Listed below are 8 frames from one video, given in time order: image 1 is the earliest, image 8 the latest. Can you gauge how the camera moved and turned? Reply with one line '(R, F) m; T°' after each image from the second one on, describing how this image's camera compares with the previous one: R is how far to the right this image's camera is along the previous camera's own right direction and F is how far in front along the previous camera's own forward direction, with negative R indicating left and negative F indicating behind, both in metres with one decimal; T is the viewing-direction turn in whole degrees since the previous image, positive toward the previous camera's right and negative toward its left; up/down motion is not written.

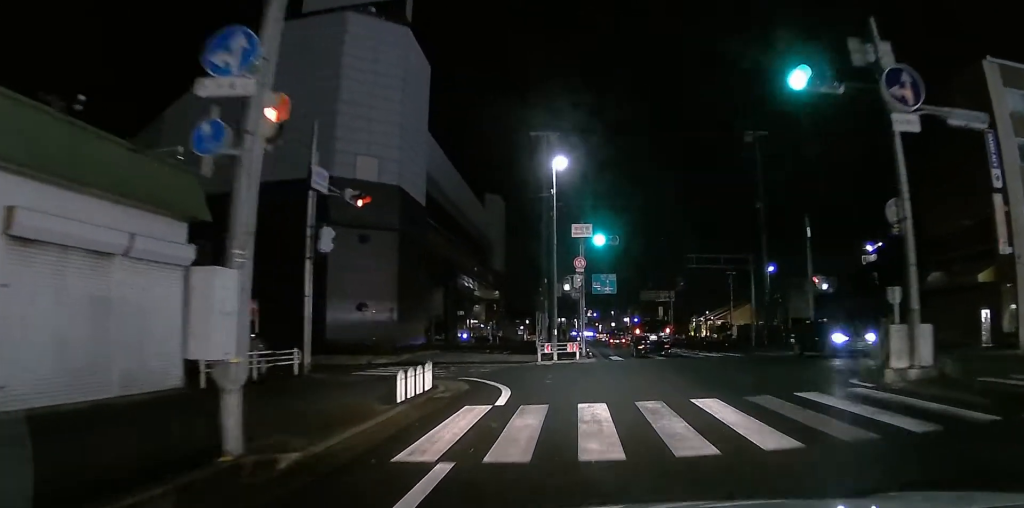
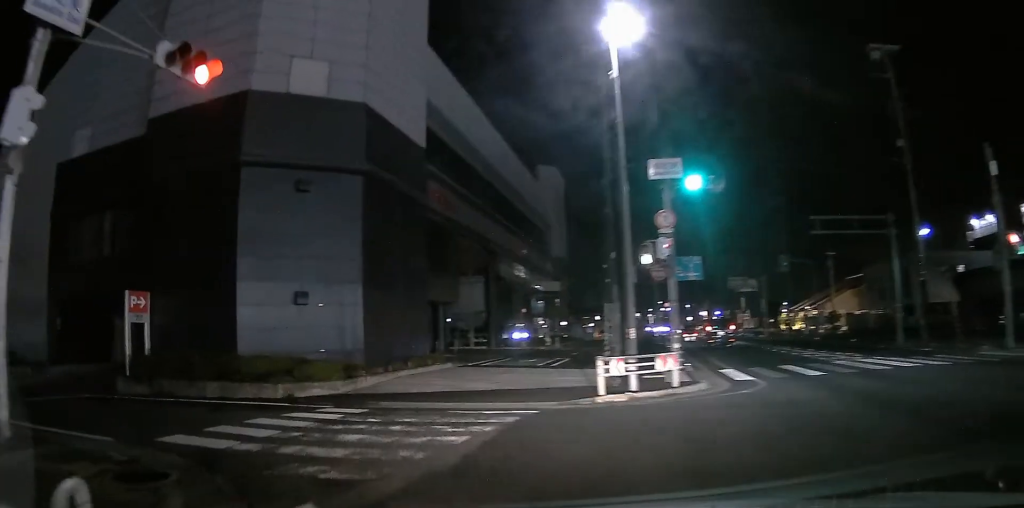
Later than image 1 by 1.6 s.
(+0.1, +15.1) m; -4°
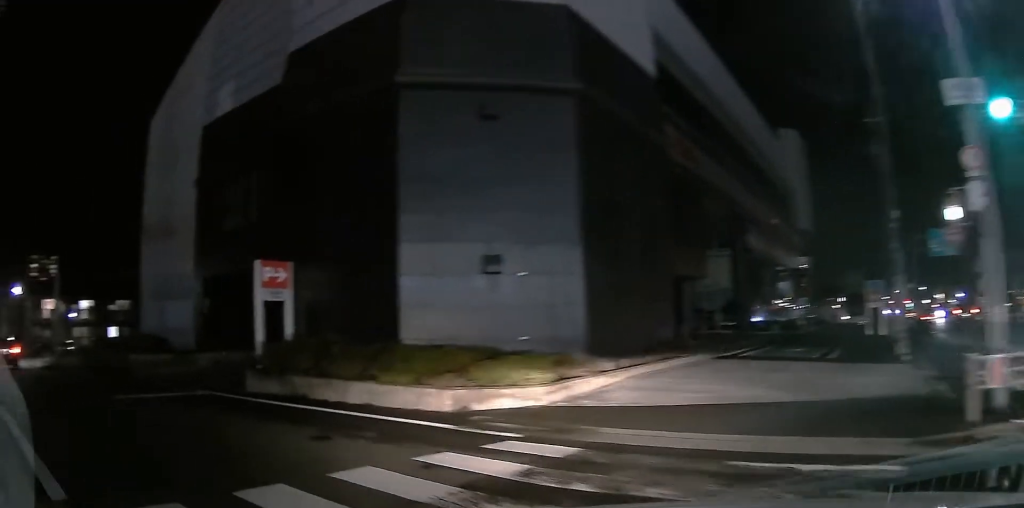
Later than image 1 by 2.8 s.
(-0.4, +8.2) m; -17°
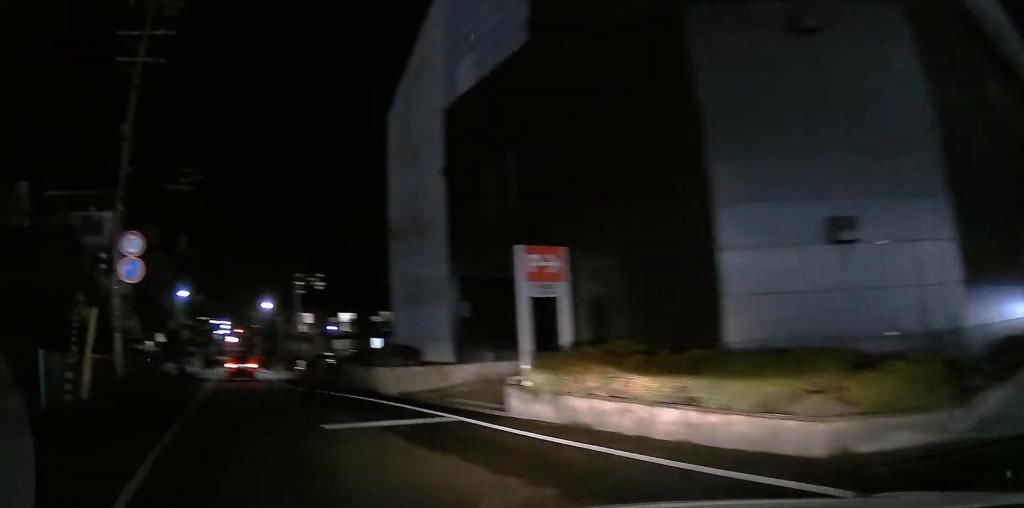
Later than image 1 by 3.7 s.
(-0.7, +4.9) m; -34°
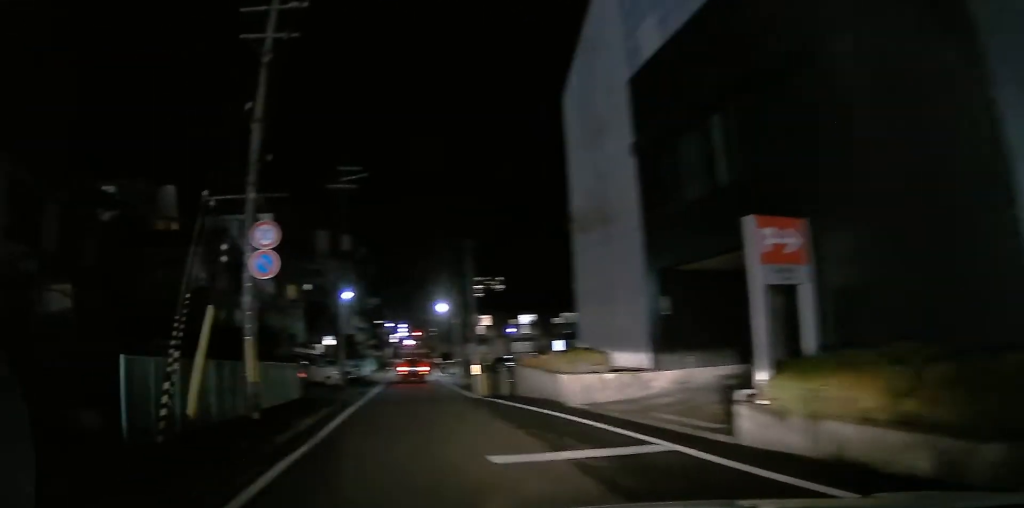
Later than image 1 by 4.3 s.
(-1.4, +2.6) m; -19°
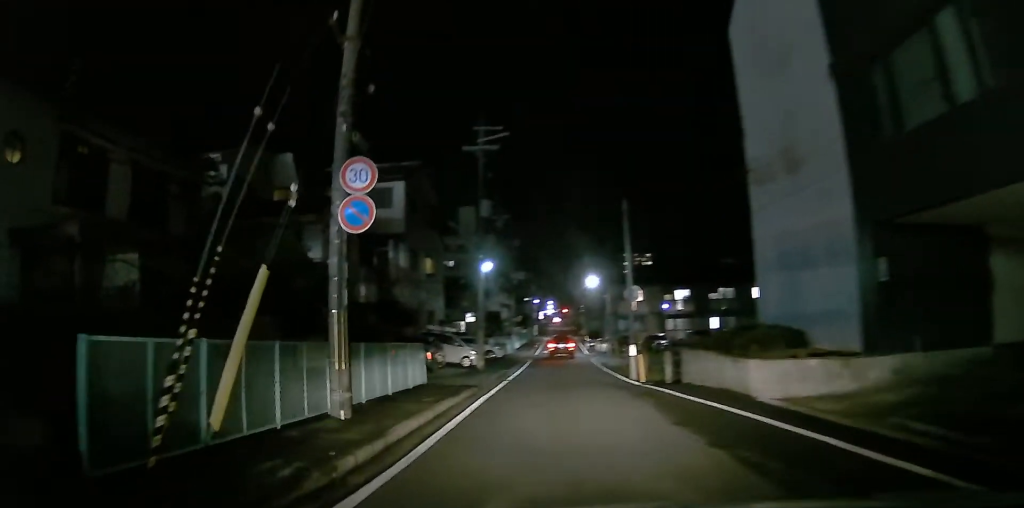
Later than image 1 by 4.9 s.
(-0.6, +3.4) m; -10°
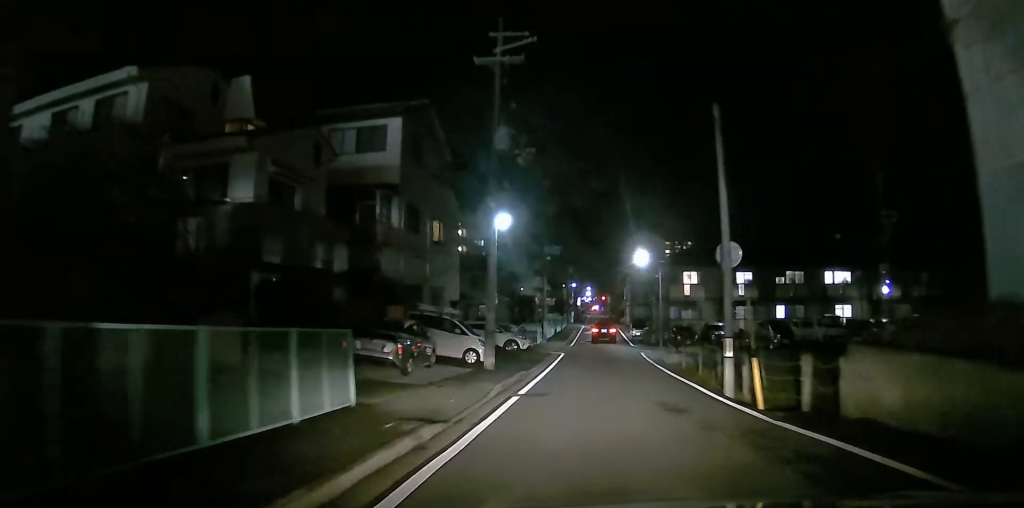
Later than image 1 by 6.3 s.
(0.0, +6.8) m; -1°
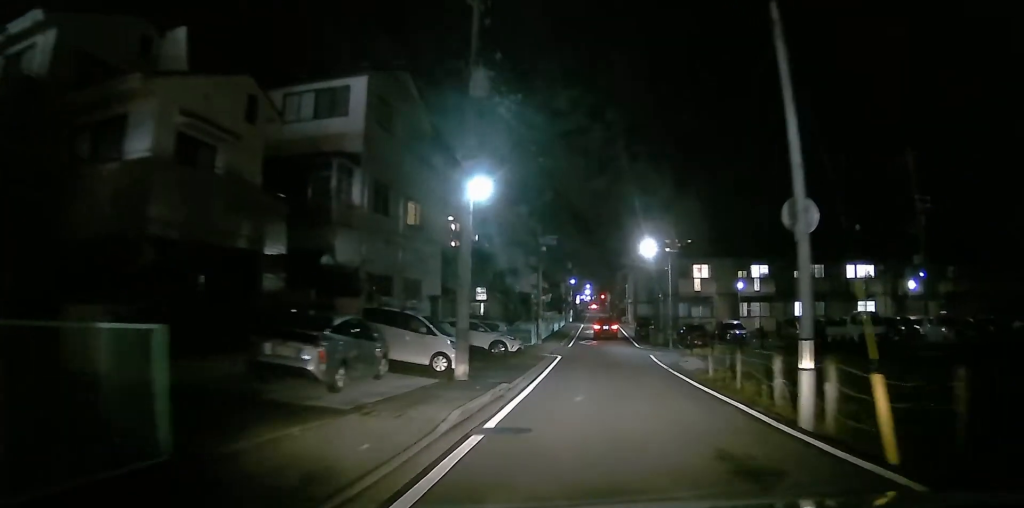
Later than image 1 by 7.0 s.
(0.0, +3.5) m; -1°
